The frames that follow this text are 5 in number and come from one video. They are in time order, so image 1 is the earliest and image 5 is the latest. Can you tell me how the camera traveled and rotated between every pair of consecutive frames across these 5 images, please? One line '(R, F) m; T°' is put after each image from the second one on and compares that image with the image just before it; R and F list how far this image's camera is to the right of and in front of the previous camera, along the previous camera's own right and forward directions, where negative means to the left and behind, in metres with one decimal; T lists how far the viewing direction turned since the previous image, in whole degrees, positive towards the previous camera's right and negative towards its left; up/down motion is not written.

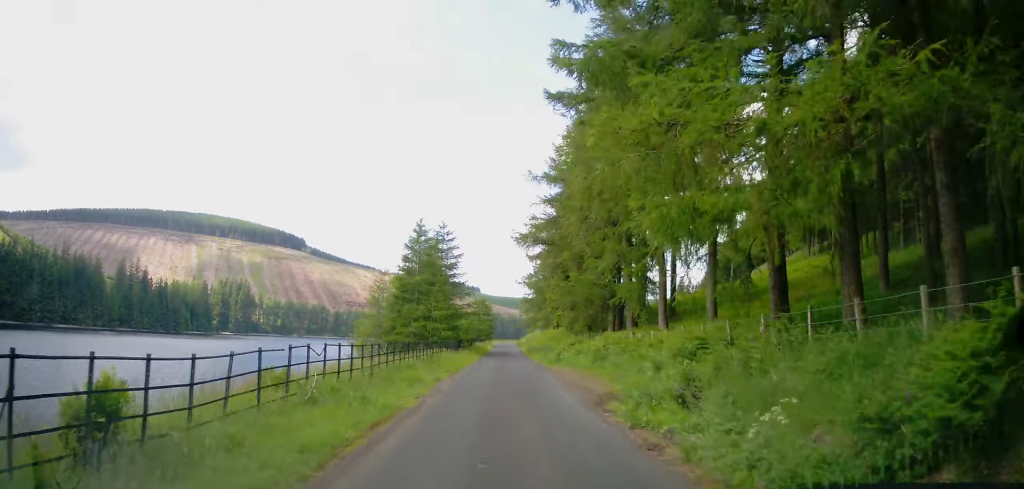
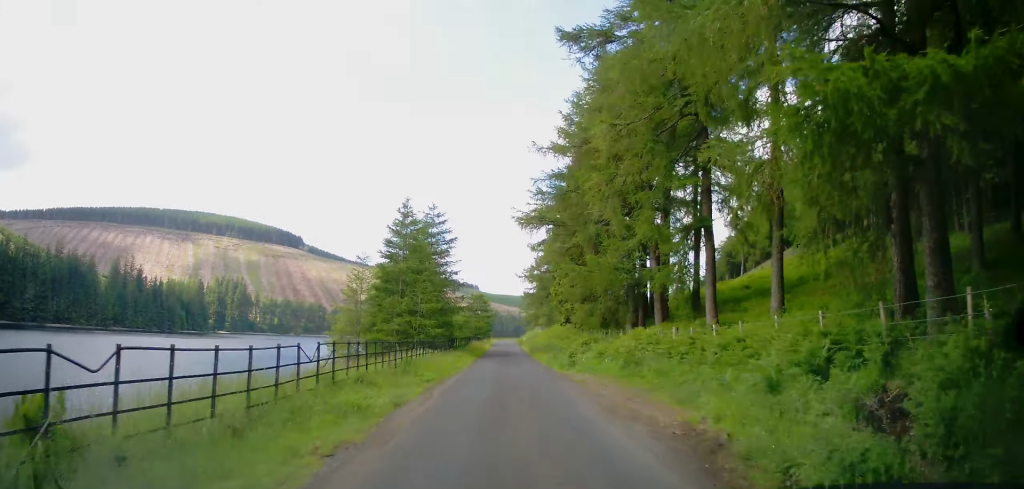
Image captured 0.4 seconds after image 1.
(-0.1, +5.8) m; -1°
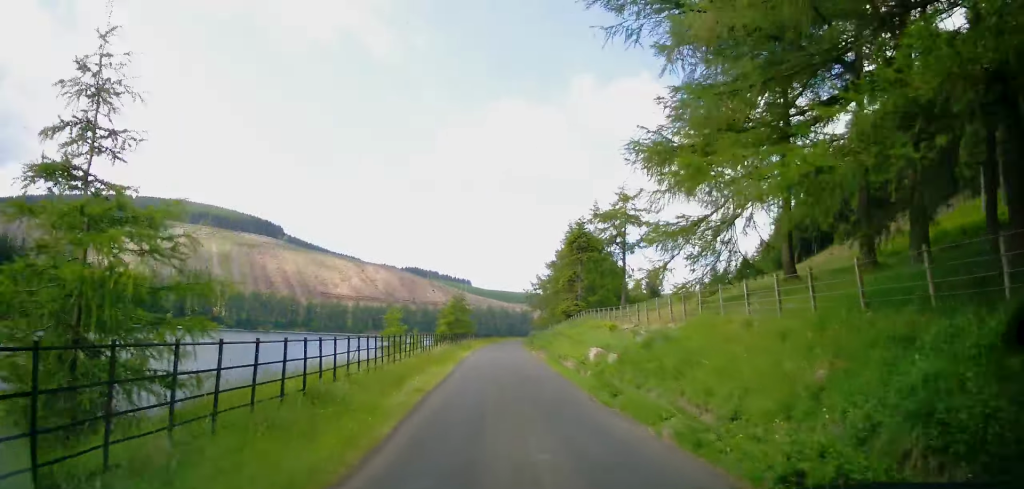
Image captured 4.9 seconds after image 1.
(+1.7, +65.8) m; +3°
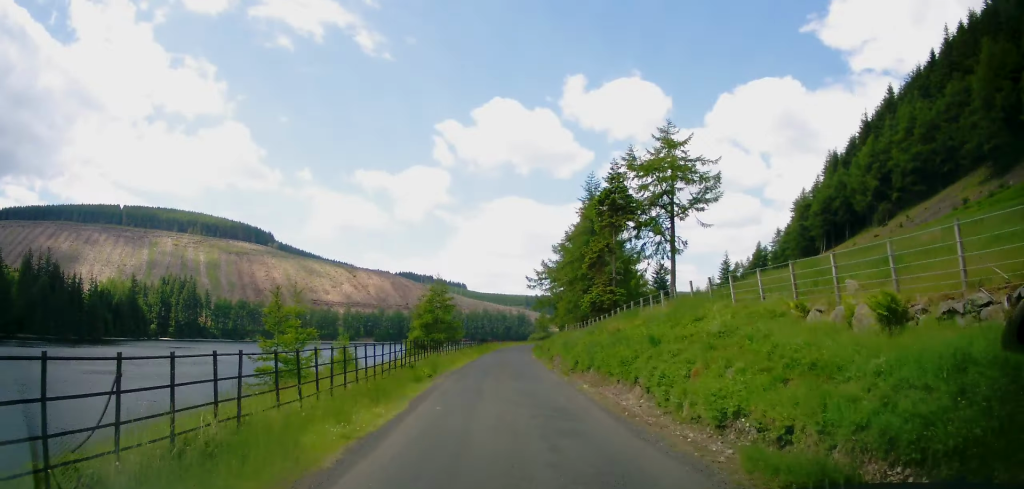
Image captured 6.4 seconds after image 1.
(+1.1, +22.1) m; +2°
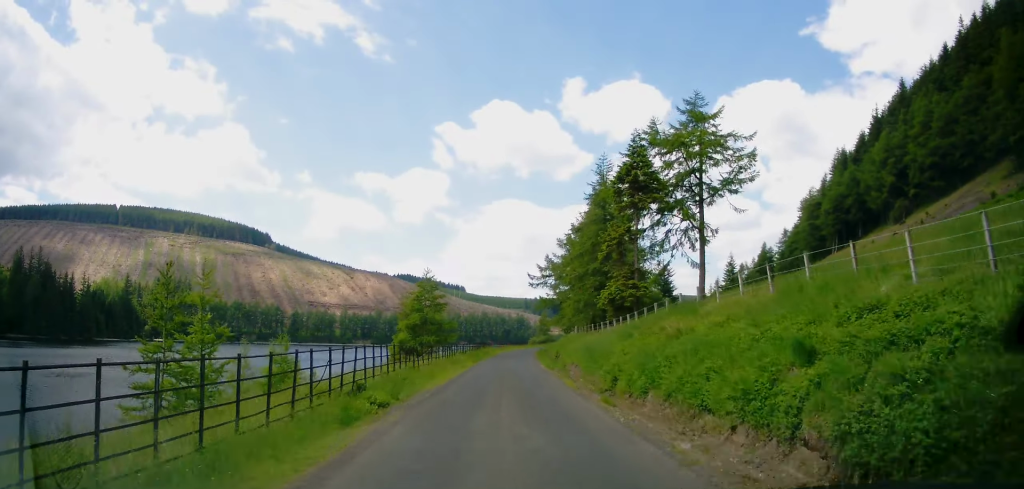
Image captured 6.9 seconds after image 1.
(-0.1, +7.7) m; -1°
